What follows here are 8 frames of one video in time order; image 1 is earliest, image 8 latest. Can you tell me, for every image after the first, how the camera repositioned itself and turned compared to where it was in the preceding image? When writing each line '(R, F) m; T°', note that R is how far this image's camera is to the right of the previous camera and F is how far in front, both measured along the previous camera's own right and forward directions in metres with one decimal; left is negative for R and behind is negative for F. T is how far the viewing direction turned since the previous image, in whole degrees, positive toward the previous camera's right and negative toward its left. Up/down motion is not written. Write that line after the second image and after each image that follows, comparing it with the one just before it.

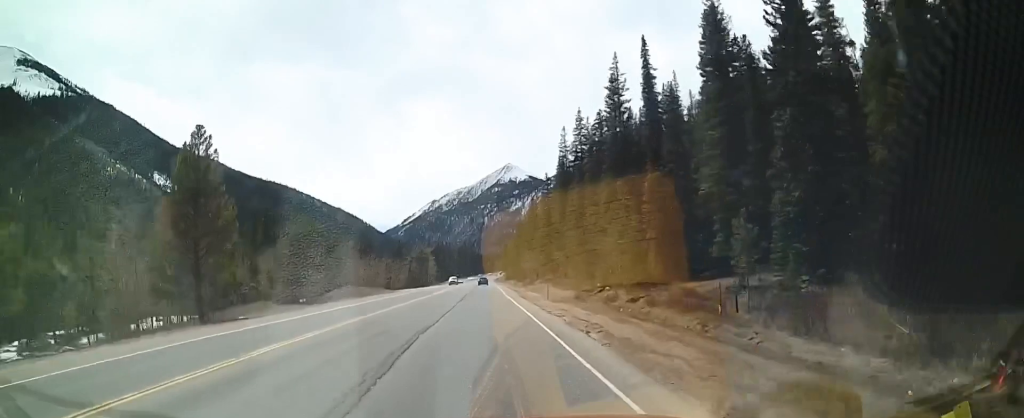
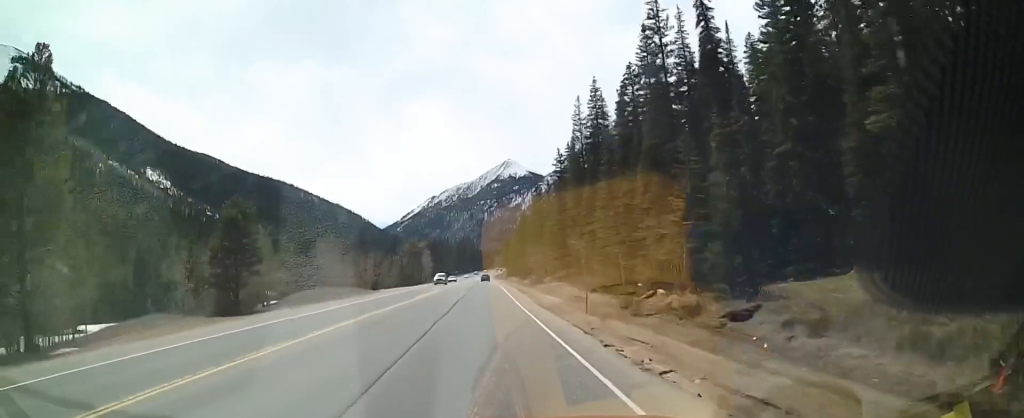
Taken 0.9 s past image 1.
(+0.3, +15.5) m; +1°
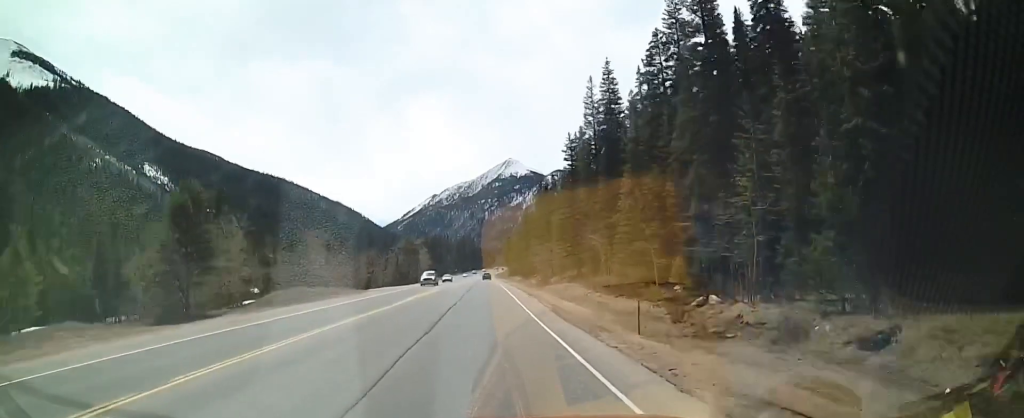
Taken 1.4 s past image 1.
(+0.3, +8.3) m; 0°
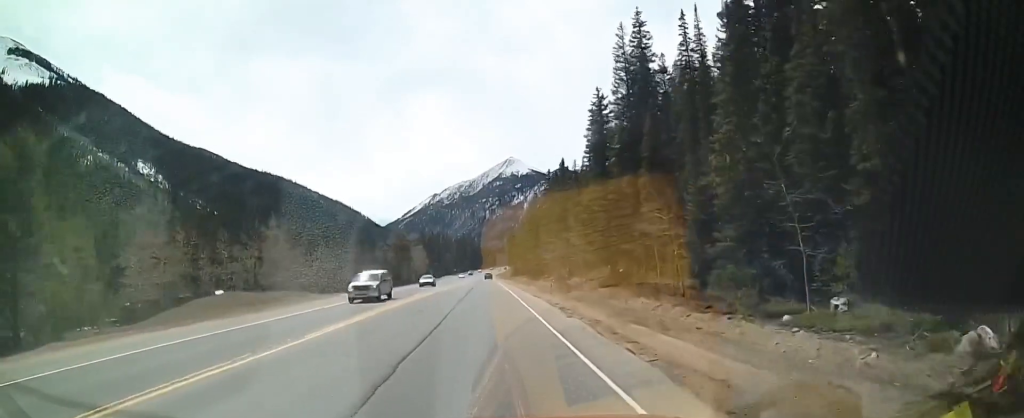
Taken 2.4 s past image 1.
(-0.6, +16.6) m; -2°
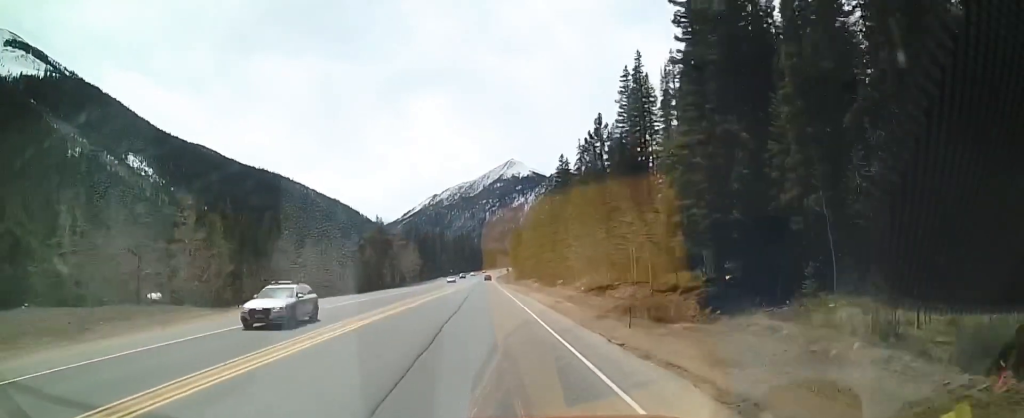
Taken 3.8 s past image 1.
(+0.2, +22.5) m; 0°
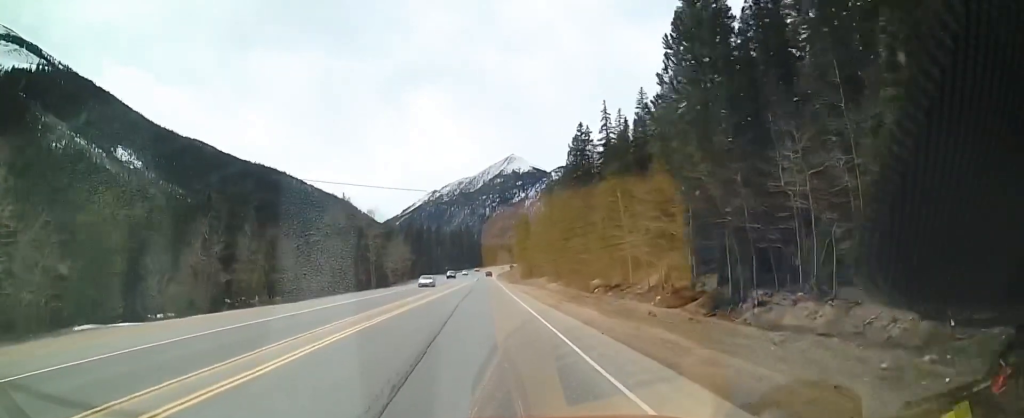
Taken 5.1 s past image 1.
(-0.2, +23.2) m; -2°
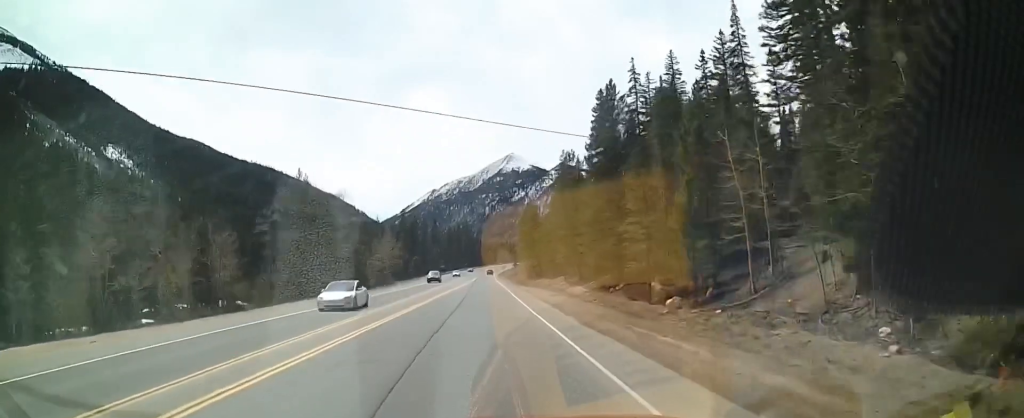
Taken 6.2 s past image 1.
(-0.4, +17.8) m; 0°
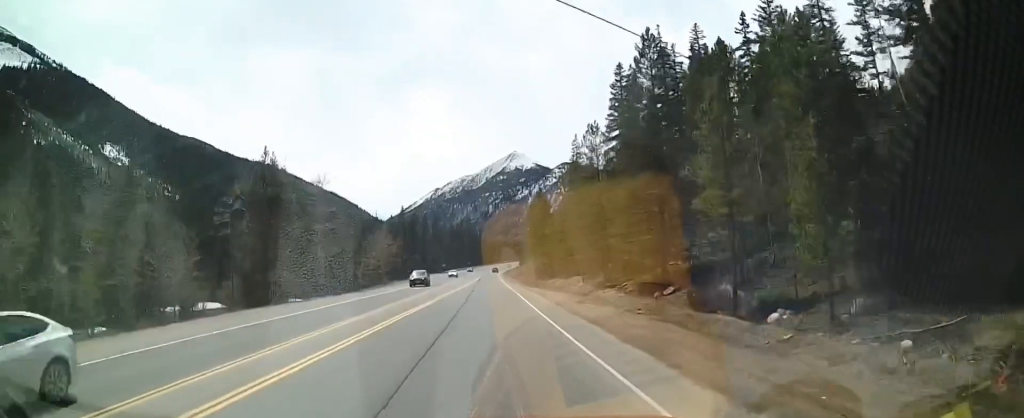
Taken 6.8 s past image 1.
(+0.1, +9.8) m; +1°
